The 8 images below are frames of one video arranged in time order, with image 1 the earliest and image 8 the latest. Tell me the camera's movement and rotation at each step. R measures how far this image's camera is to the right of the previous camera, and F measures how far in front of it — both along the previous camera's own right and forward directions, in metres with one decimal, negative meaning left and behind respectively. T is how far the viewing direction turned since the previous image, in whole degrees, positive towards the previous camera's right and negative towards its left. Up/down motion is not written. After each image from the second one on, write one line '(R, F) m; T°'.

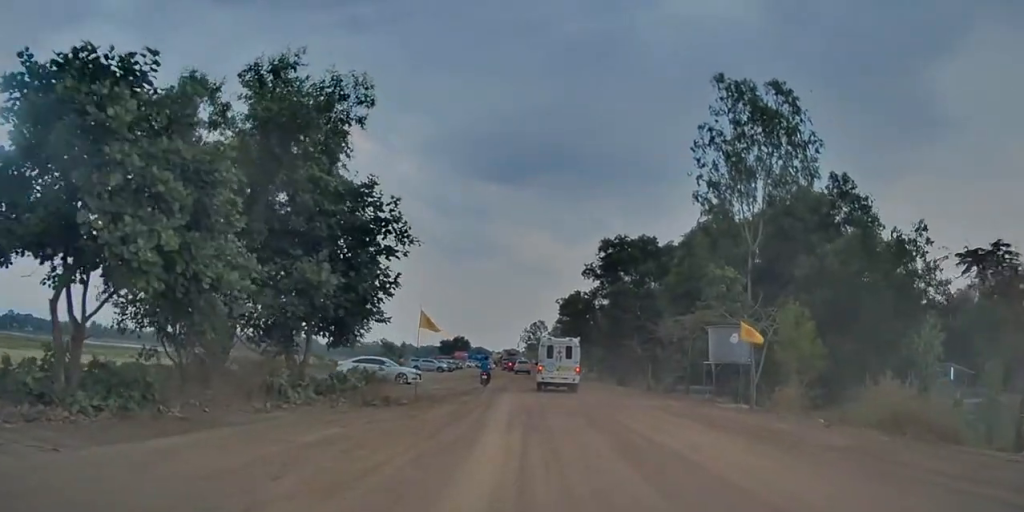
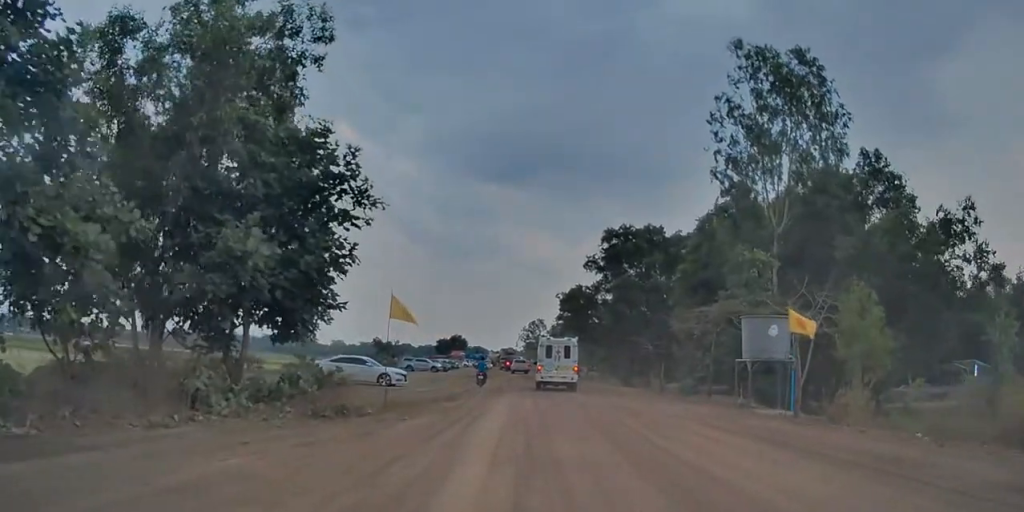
(+0.2, +4.0) m; -1°
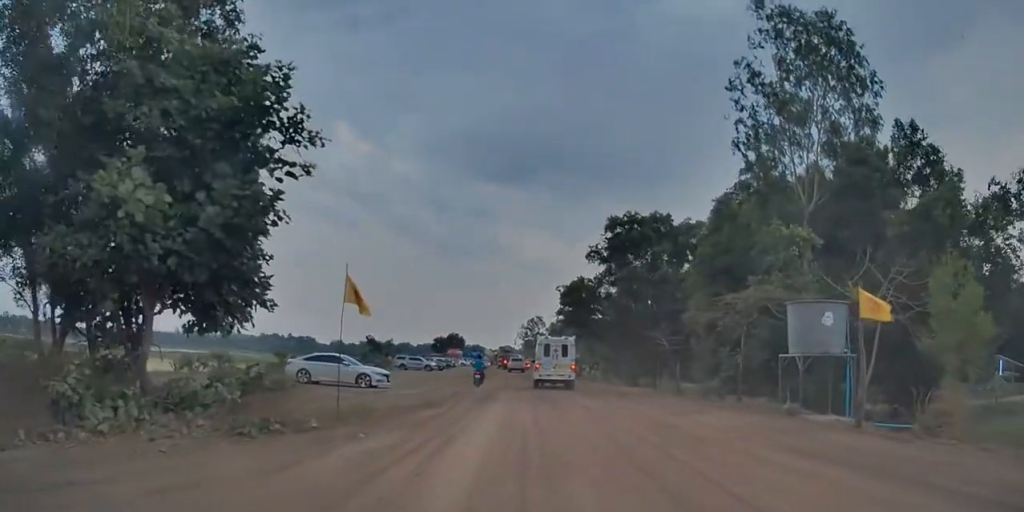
(-0.3, +3.9) m; 0°
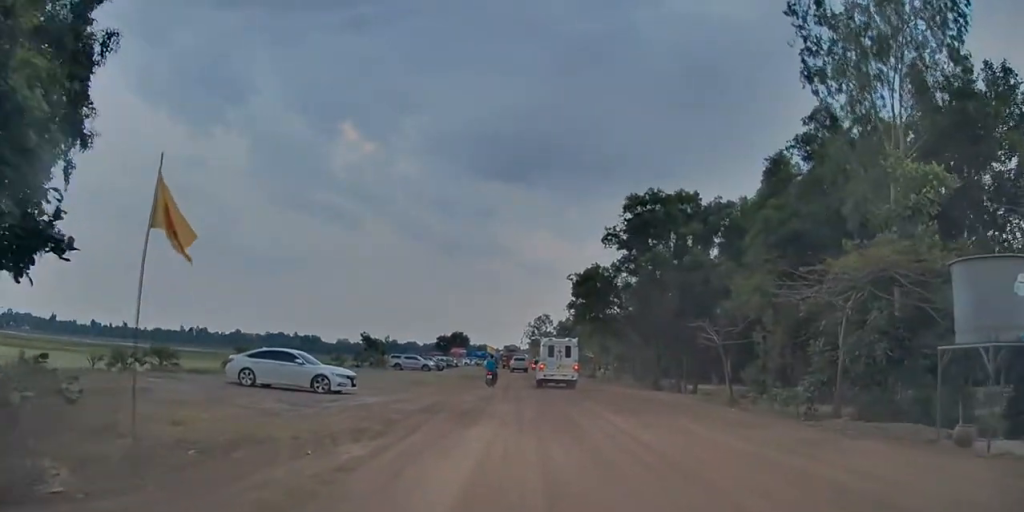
(+0.2, +6.9) m; -2°
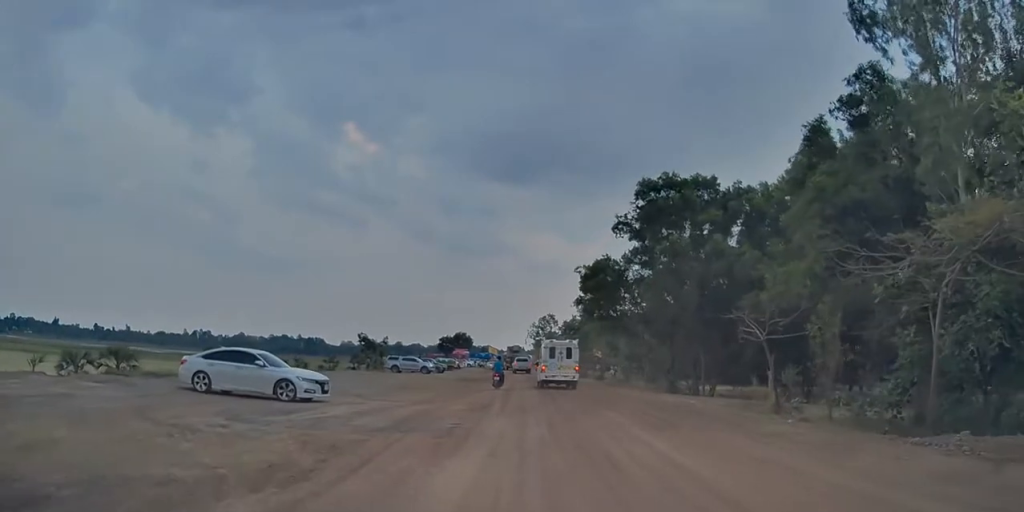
(-0.2, +3.9) m; -2°
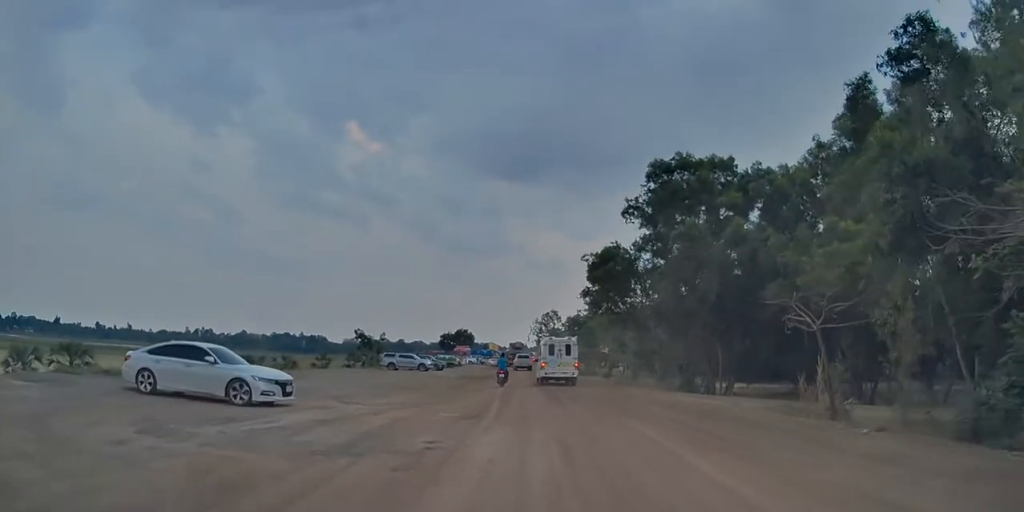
(+0.2, +3.7) m; +1°
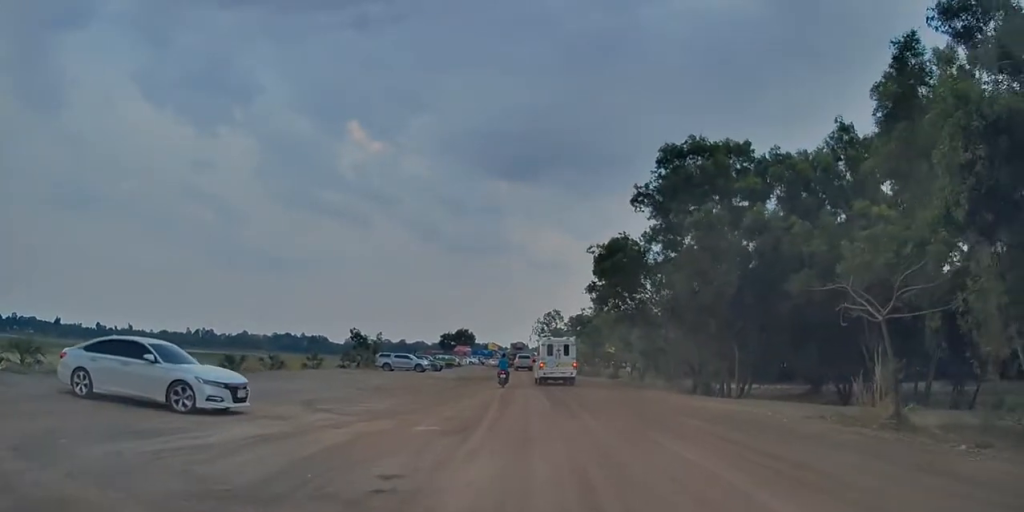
(-0.1, +3.3) m; -1°
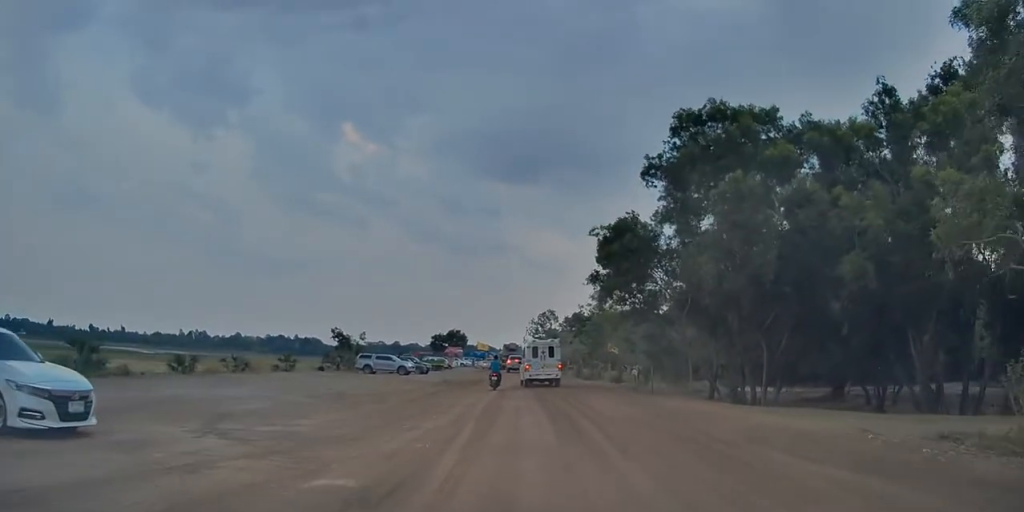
(0.0, +5.9) m; +1°
